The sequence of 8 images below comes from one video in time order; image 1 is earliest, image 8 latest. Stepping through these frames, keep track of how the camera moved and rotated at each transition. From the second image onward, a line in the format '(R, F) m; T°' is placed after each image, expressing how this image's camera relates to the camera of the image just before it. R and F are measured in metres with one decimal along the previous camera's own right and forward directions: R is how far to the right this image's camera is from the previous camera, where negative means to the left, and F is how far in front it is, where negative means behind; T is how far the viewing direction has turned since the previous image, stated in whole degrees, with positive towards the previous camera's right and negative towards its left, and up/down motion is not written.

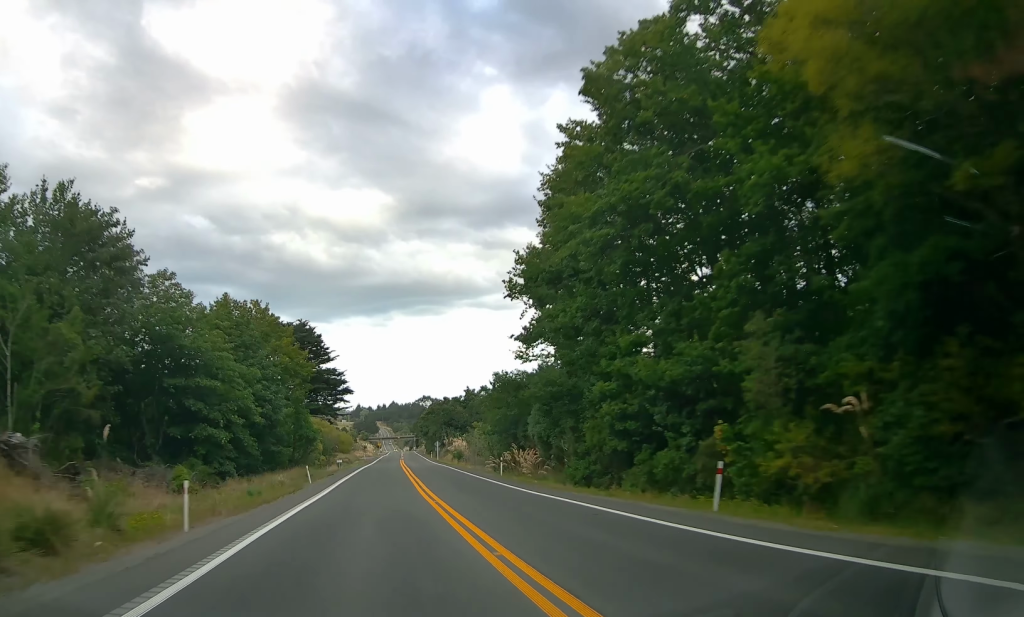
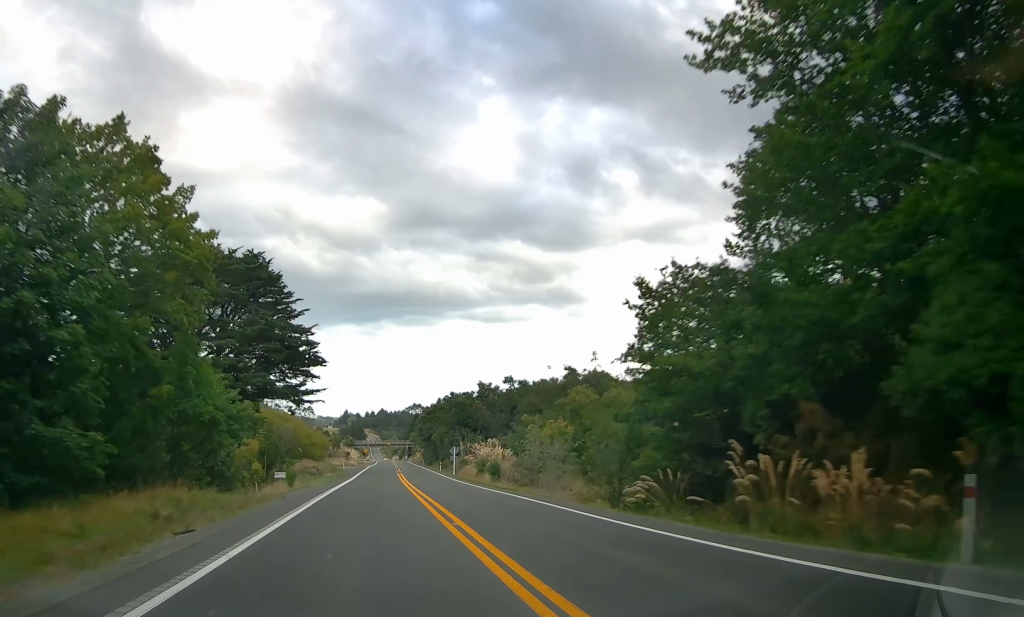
(0.0, +35.1) m; +2°
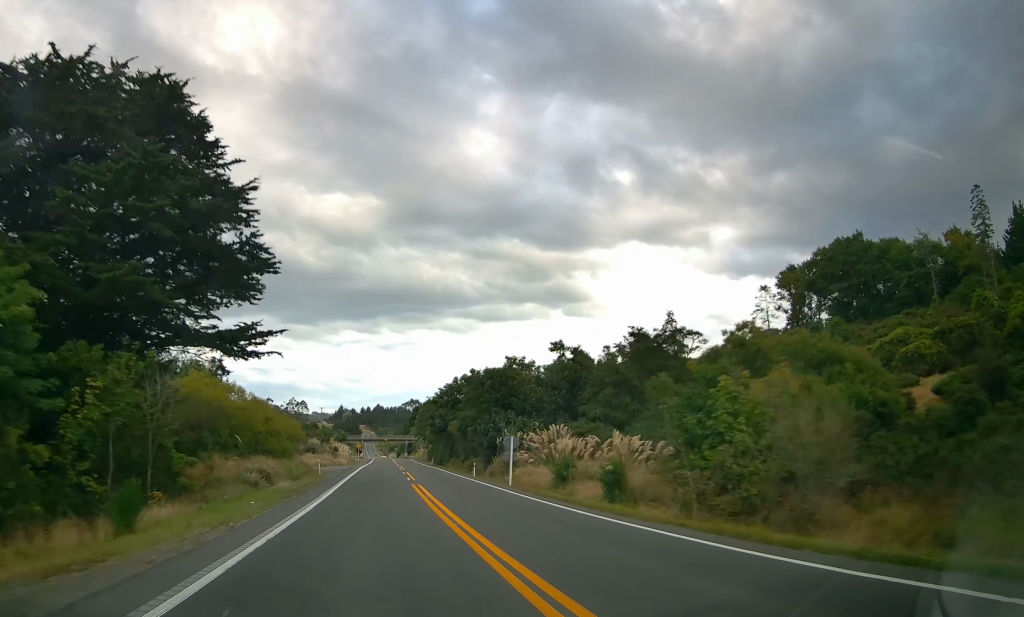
(+1.2, +29.4) m; 0°
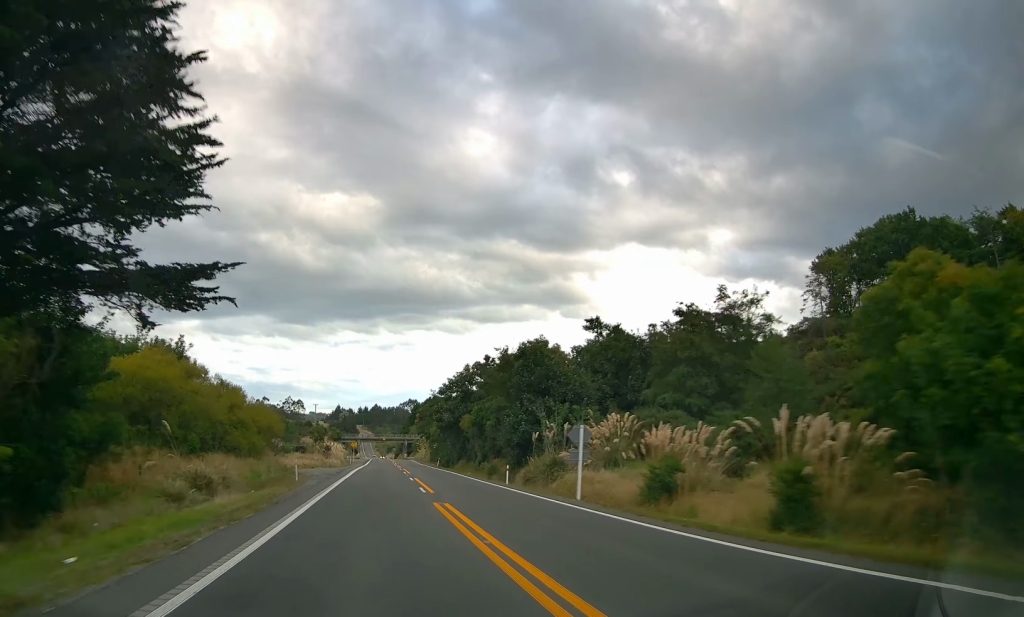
(-0.5, +13.1) m; -1°
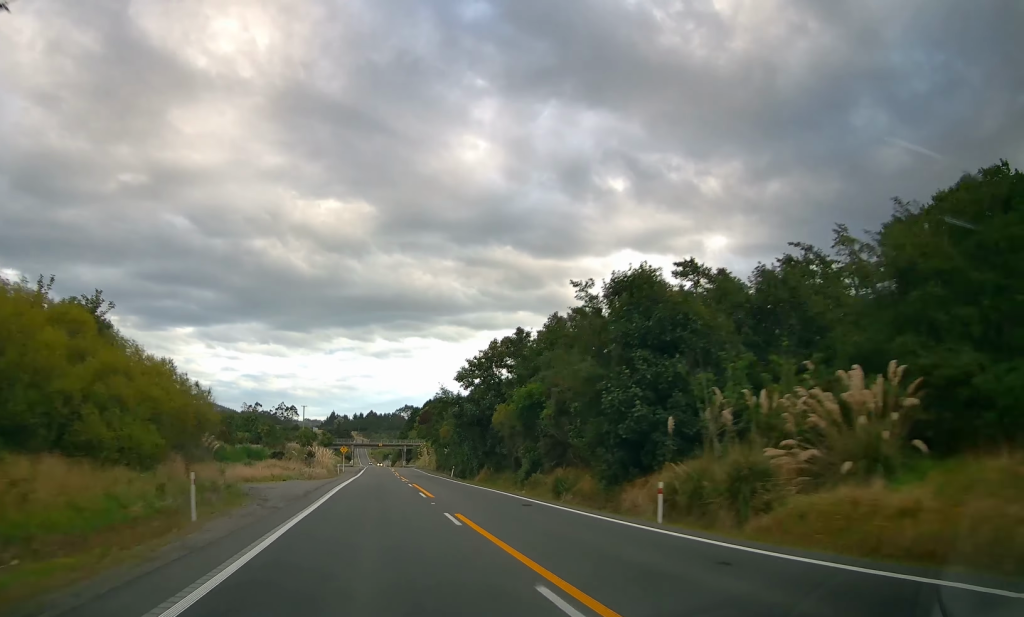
(-0.5, +20.1) m; -1°
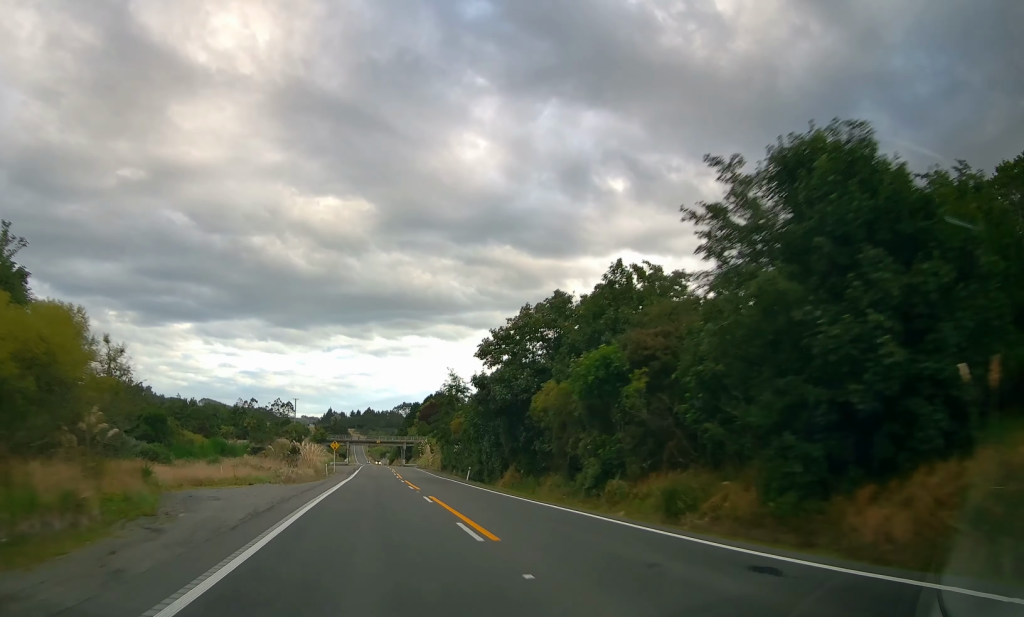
(-0.2, +13.2) m; +1°
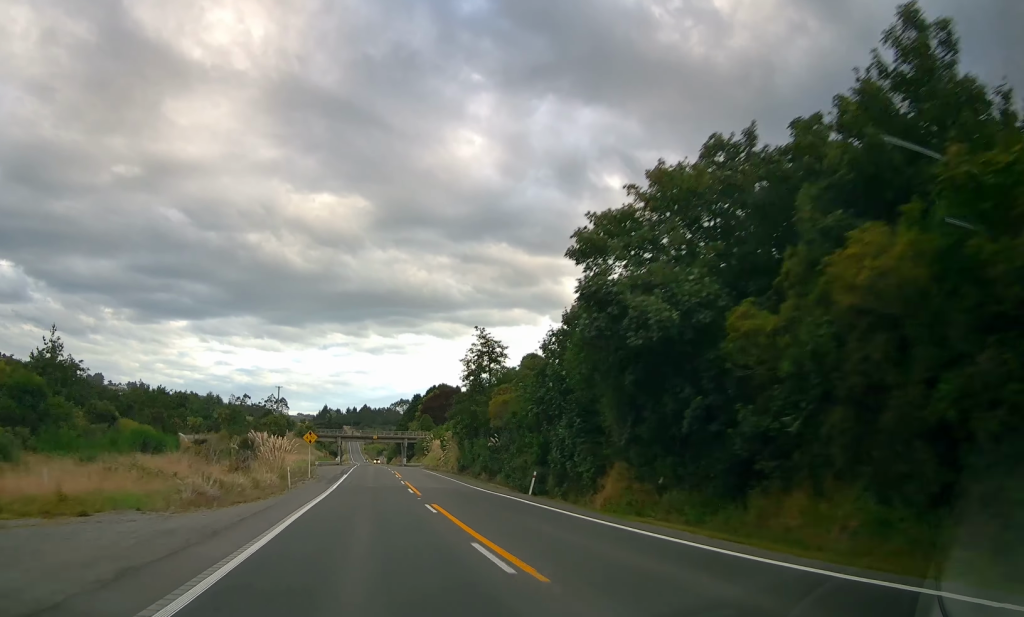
(+0.6, +23.0) m; +1°
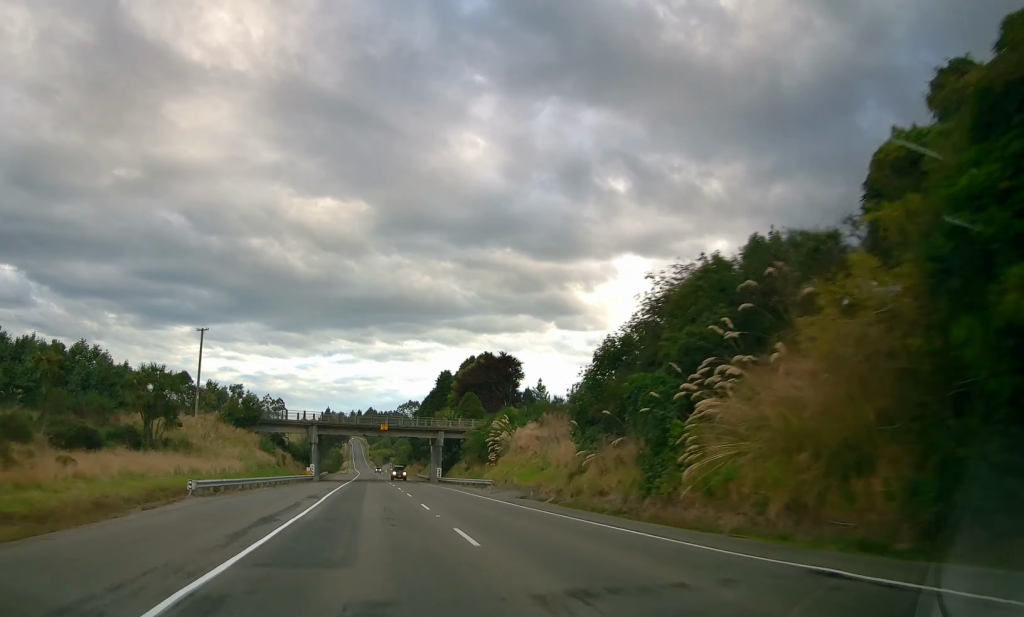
(-1.8, +65.2) m; 0°
